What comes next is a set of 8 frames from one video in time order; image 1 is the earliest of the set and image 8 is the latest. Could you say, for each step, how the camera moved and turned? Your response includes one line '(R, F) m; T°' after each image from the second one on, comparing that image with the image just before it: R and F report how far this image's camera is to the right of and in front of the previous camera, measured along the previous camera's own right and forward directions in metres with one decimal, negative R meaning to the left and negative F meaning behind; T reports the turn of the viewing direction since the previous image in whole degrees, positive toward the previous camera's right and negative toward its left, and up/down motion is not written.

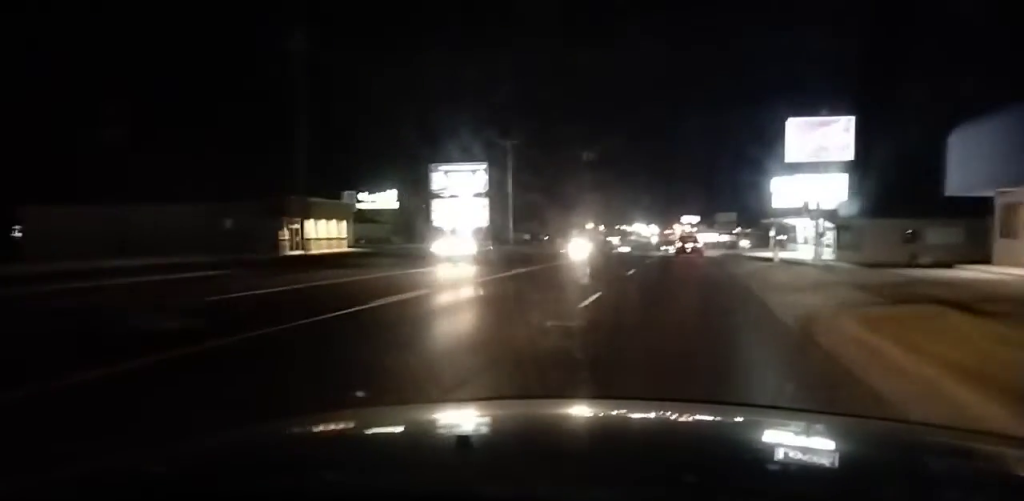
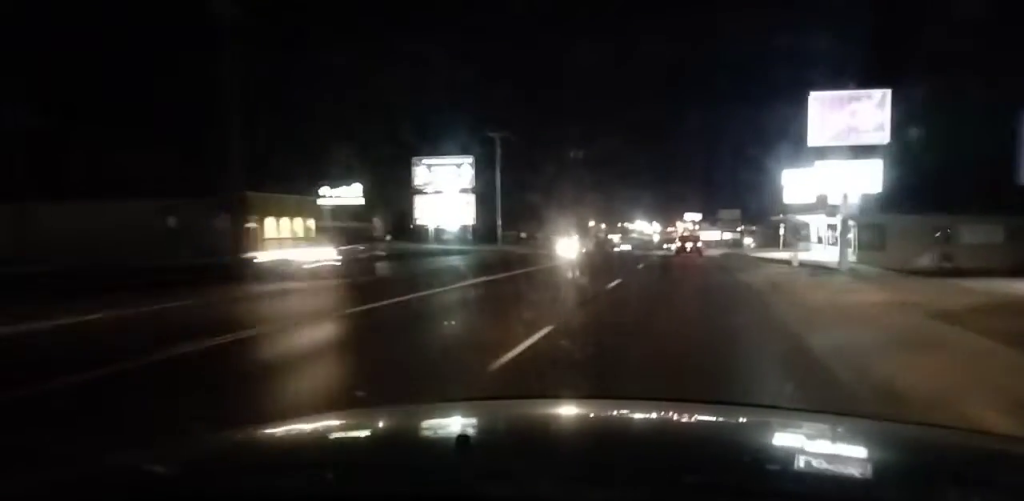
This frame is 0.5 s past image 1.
(+0.1, +5.7) m; 0°
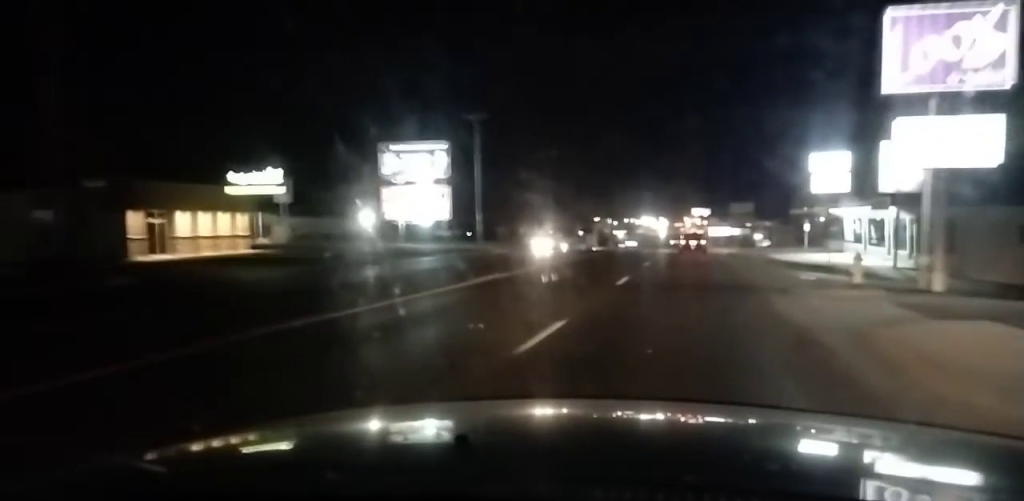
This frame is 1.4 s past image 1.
(+0.1, +11.5) m; 0°
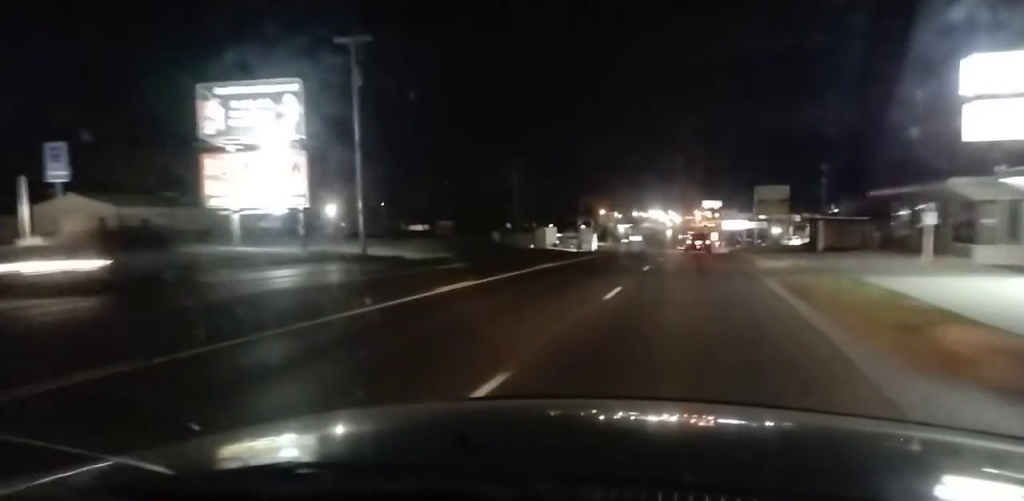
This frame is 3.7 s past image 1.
(-0.4, +28.8) m; -1°
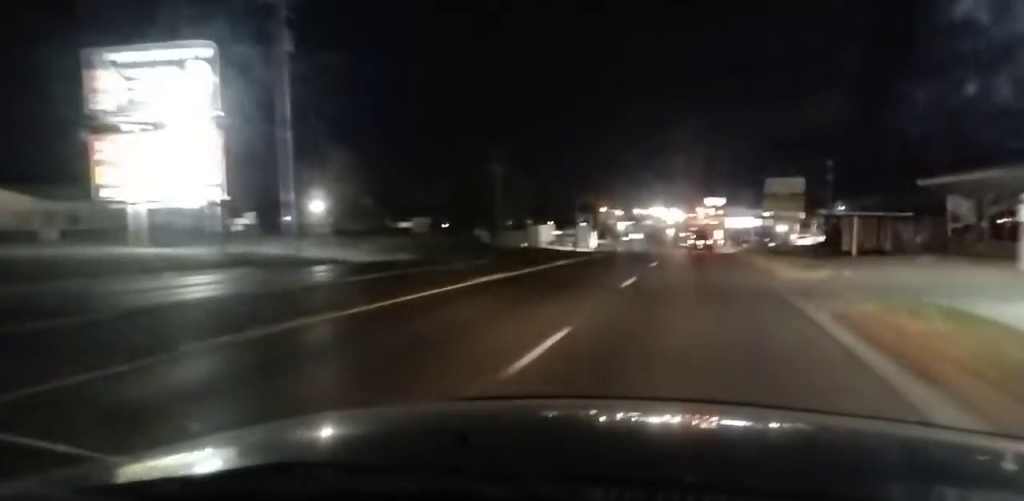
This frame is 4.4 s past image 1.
(0.0, +9.2) m; 0°
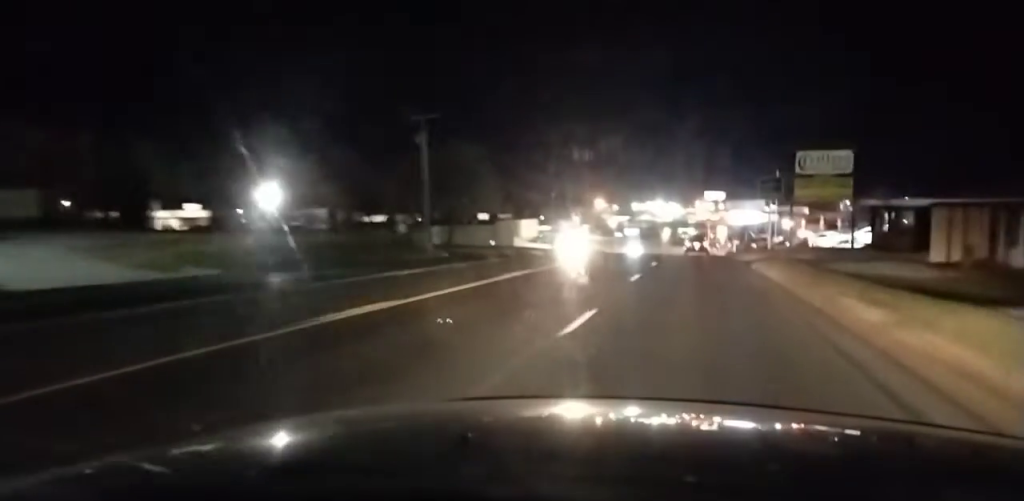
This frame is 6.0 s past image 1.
(-0.1, +21.5) m; 0°
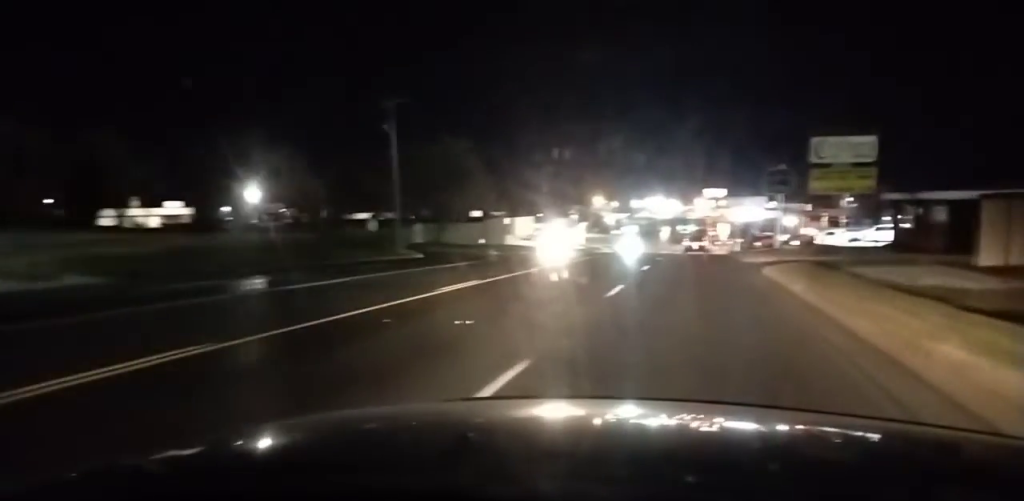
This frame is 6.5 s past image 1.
(0.0, +5.6) m; 0°
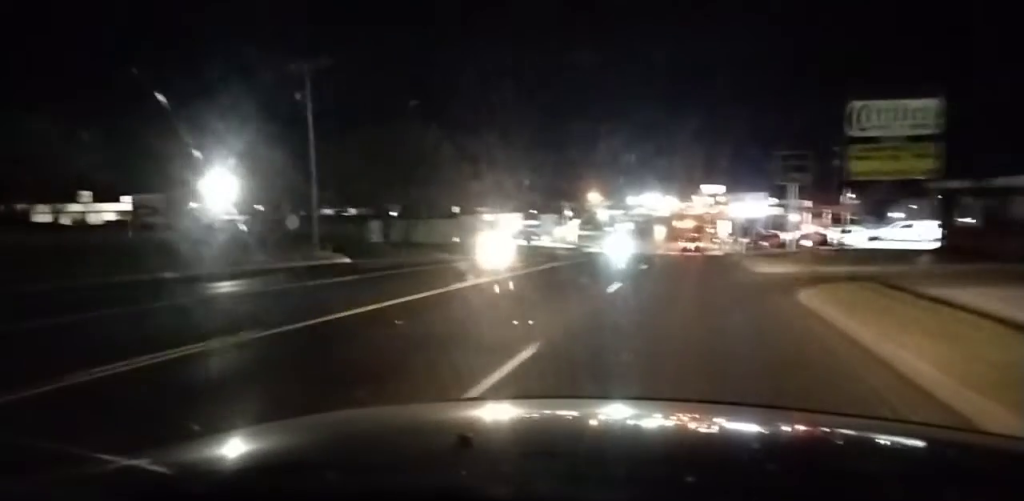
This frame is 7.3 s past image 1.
(0.0, +11.3) m; 0°
